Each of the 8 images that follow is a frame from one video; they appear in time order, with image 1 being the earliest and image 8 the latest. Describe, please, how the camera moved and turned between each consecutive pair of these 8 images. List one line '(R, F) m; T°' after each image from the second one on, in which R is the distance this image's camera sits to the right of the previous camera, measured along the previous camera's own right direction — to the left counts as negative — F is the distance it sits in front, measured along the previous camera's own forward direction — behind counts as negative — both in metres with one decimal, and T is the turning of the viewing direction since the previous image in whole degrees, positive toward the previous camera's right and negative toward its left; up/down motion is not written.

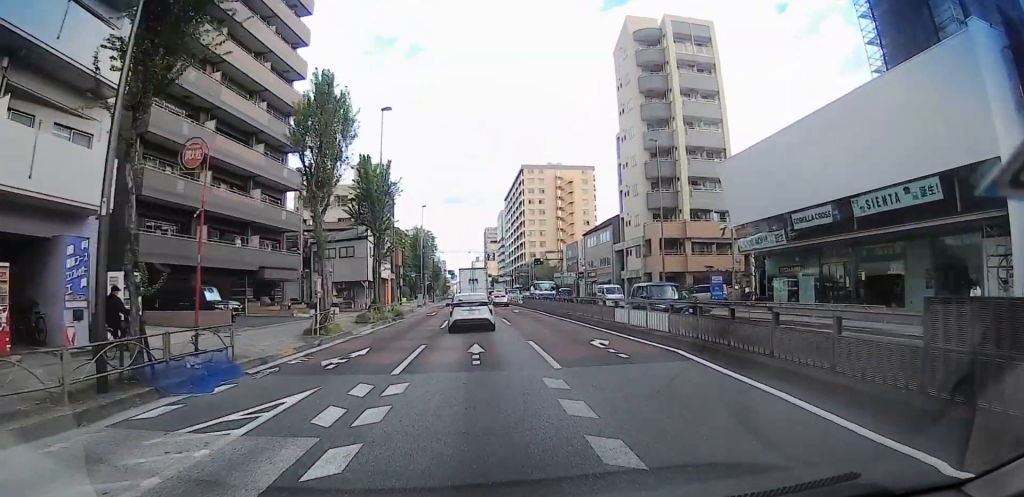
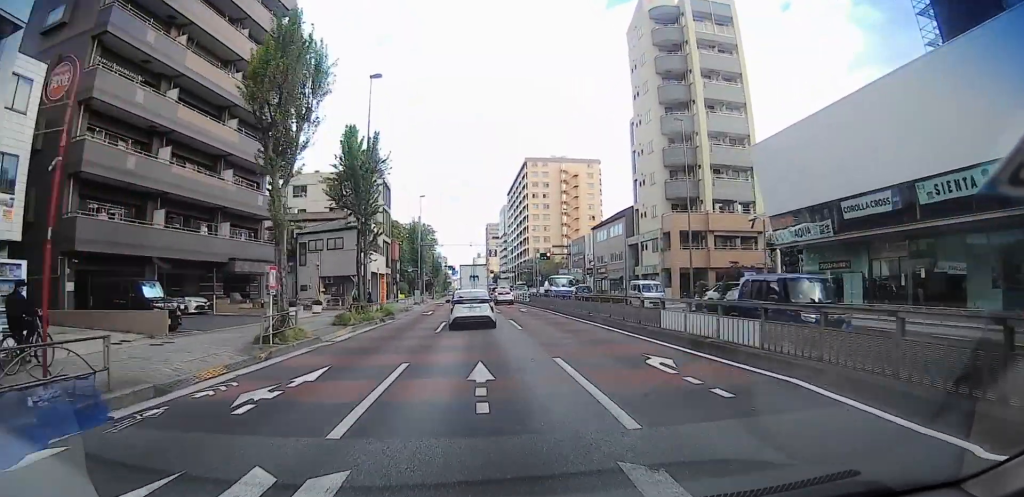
(+0.1, +4.7) m; +1°
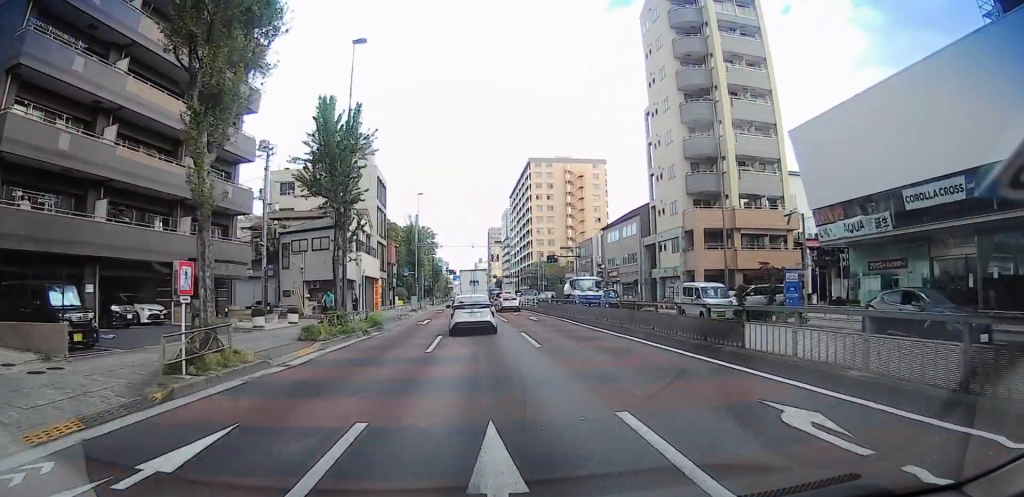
(0.0, +4.4) m; 0°
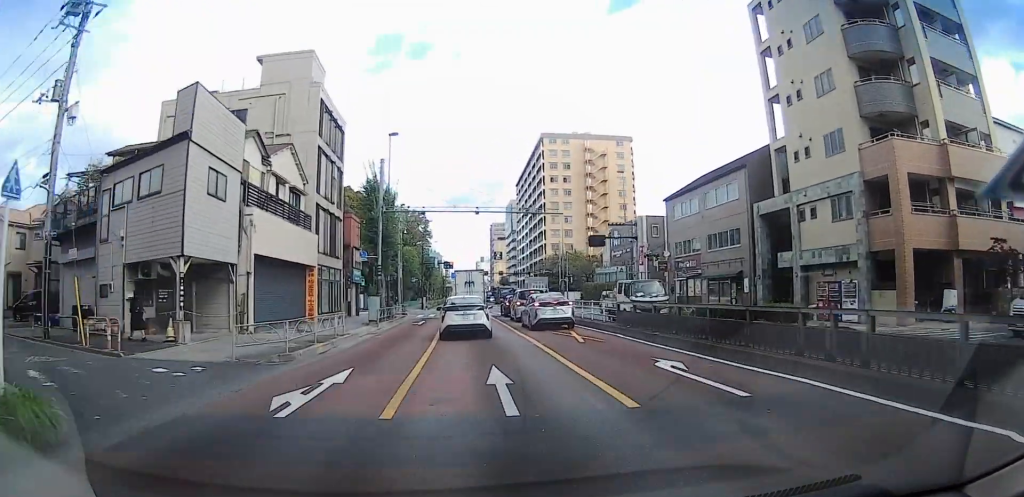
(+0.1, +22.1) m; -2°
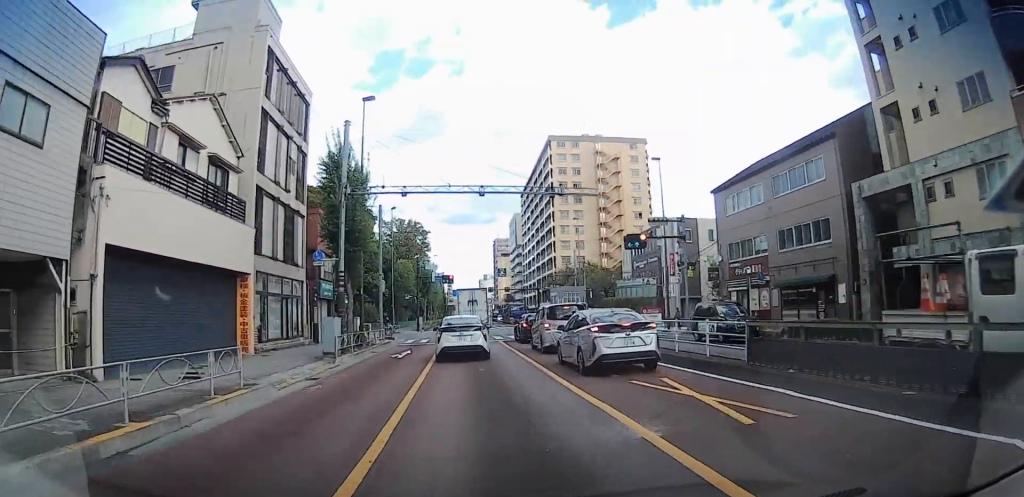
(-0.3, +10.1) m; -3°
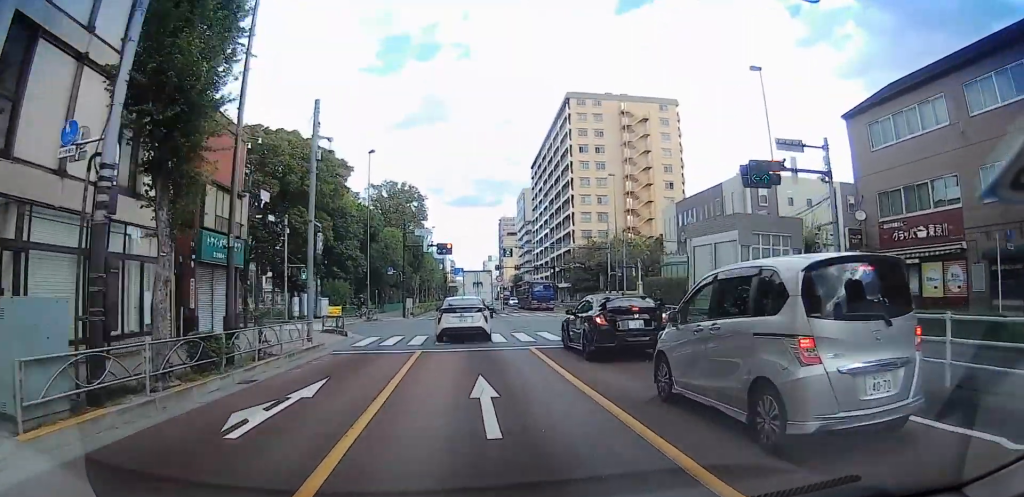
(-0.5, +15.1) m; 0°
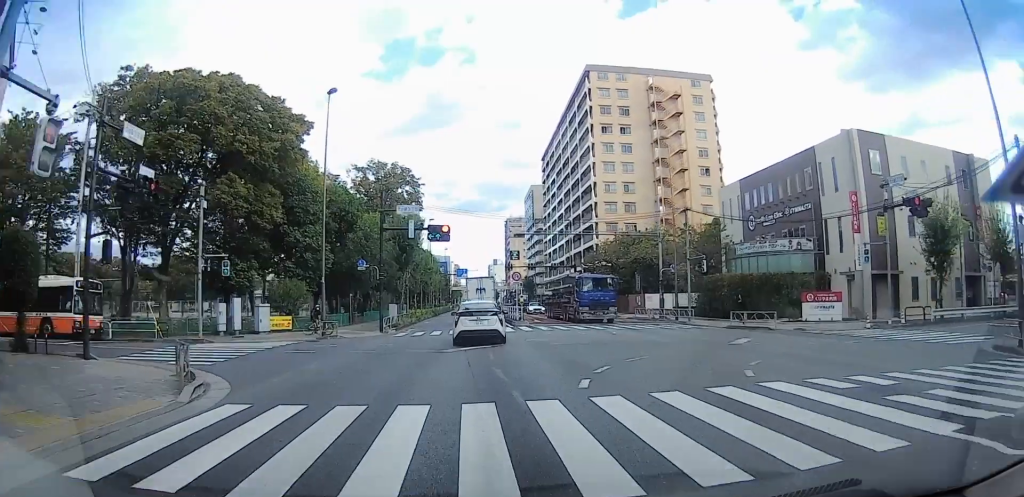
(+0.6, +15.6) m; +2°
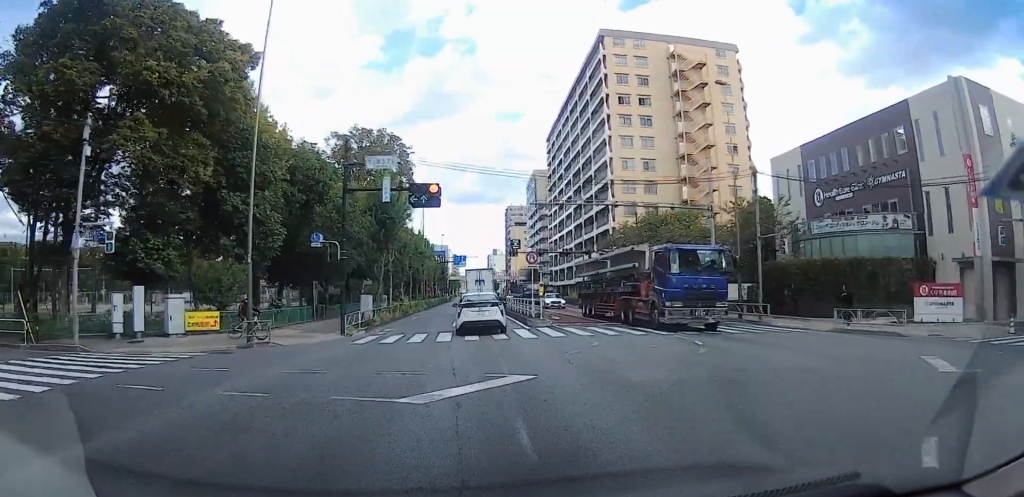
(0.0, +10.8) m; 0°
